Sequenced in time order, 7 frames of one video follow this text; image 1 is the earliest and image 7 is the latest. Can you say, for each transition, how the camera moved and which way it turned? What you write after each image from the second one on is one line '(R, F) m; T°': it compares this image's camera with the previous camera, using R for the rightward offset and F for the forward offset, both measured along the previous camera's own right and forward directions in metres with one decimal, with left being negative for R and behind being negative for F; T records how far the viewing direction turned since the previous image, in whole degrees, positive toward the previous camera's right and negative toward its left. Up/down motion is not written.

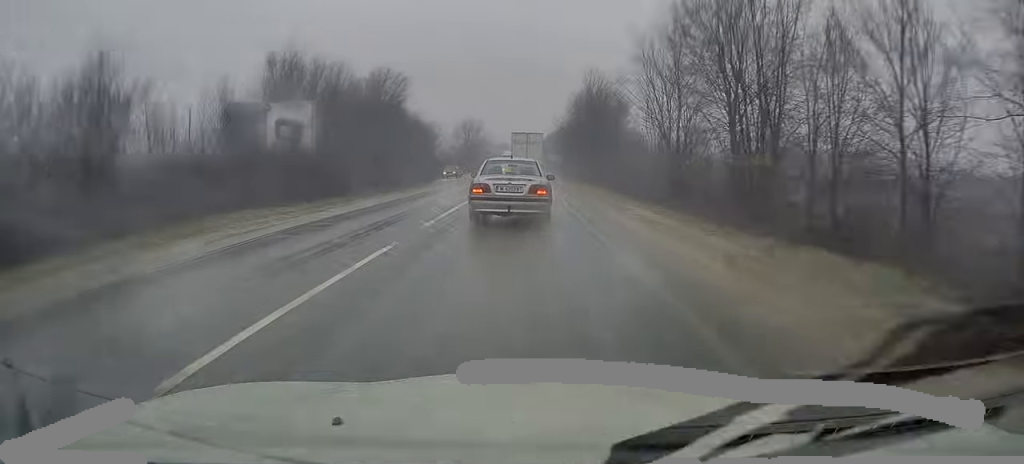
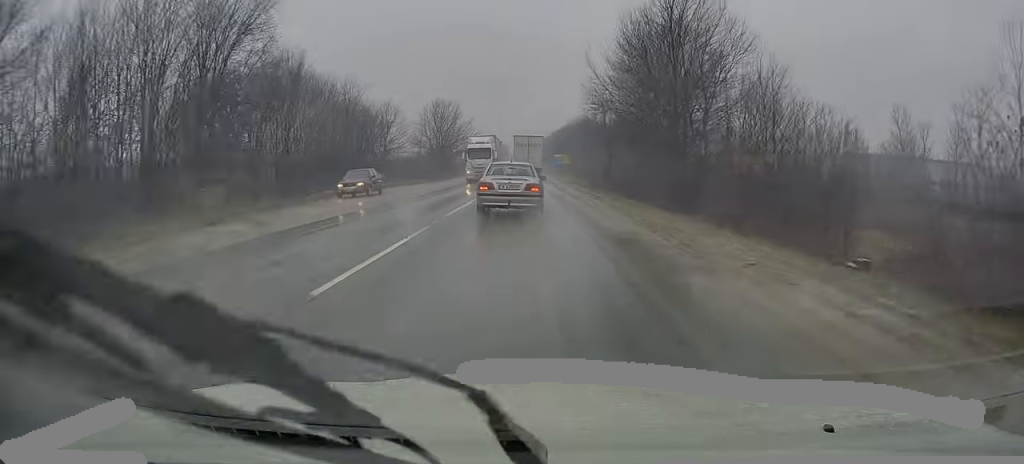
(-0.1, +40.9) m; 0°
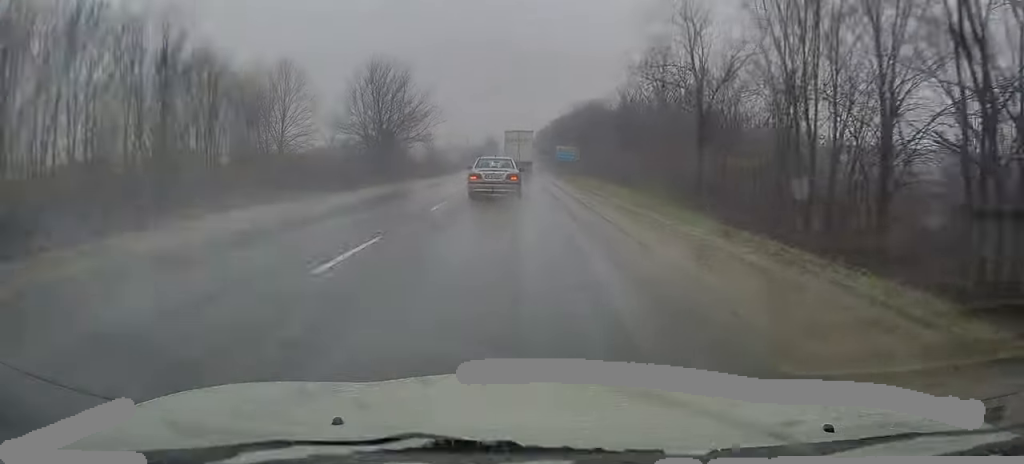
(-0.1, +33.4) m; 0°
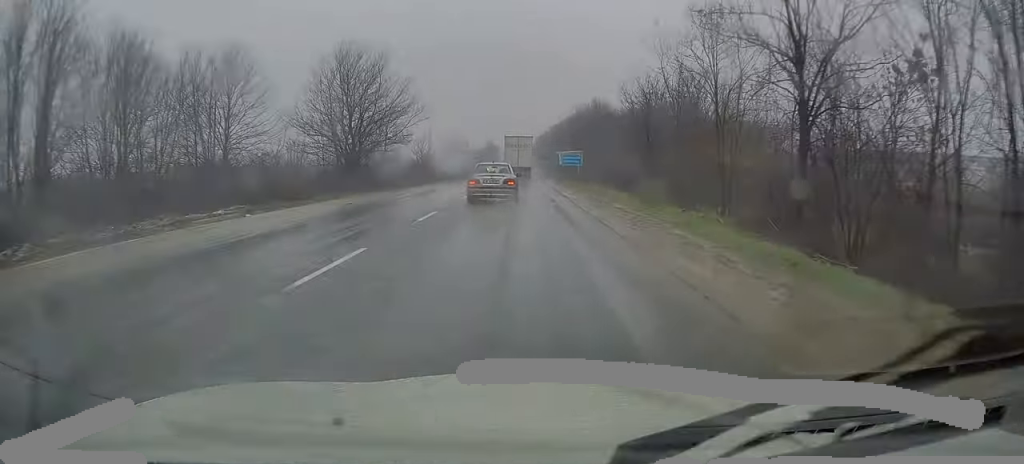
(+0.2, +9.8) m; +1°
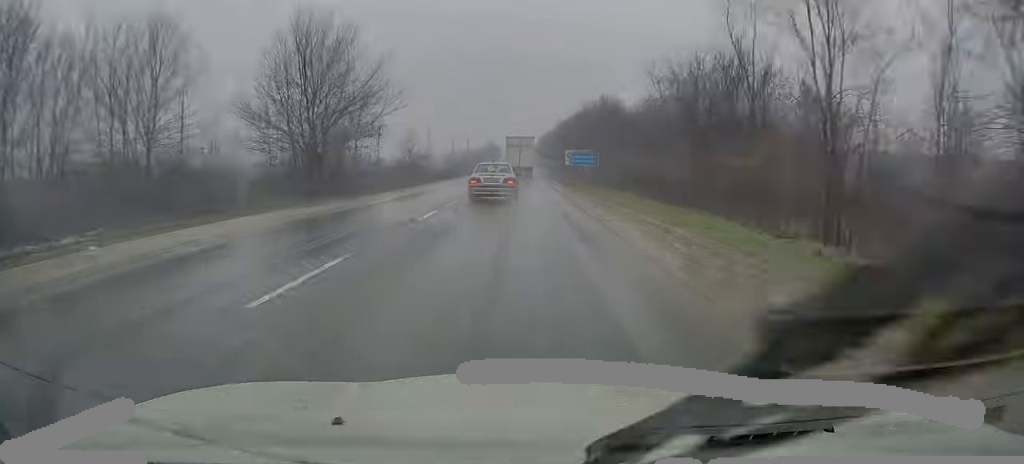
(-0.1, +9.3) m; 0°
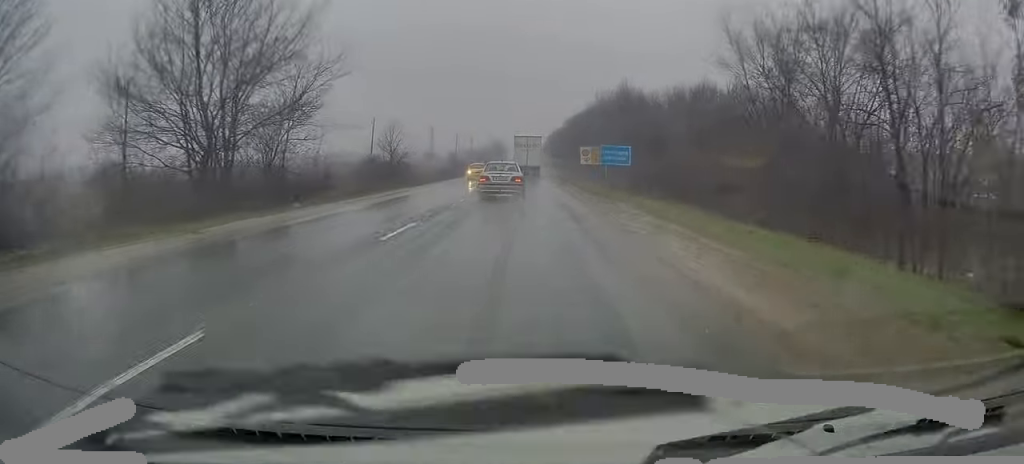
(0.0, +13.3) m; 0°
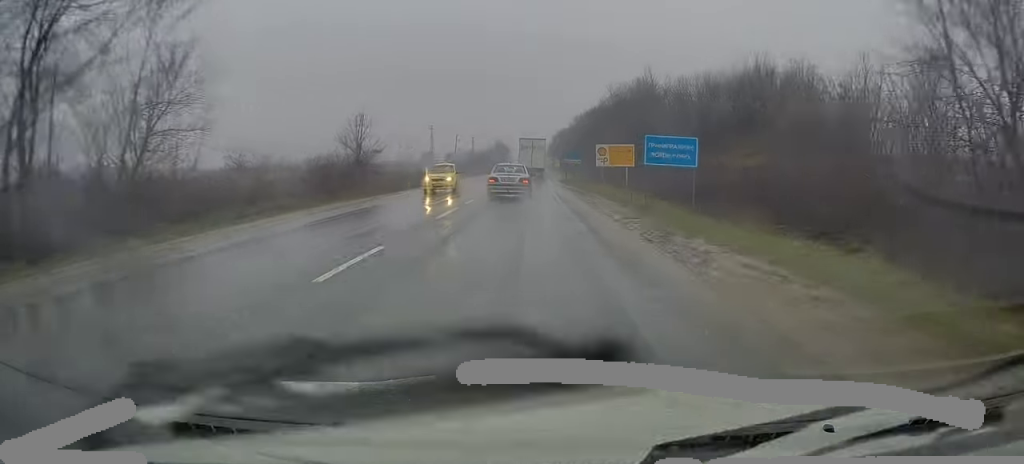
(+0.1, +12.7) m; -1°
